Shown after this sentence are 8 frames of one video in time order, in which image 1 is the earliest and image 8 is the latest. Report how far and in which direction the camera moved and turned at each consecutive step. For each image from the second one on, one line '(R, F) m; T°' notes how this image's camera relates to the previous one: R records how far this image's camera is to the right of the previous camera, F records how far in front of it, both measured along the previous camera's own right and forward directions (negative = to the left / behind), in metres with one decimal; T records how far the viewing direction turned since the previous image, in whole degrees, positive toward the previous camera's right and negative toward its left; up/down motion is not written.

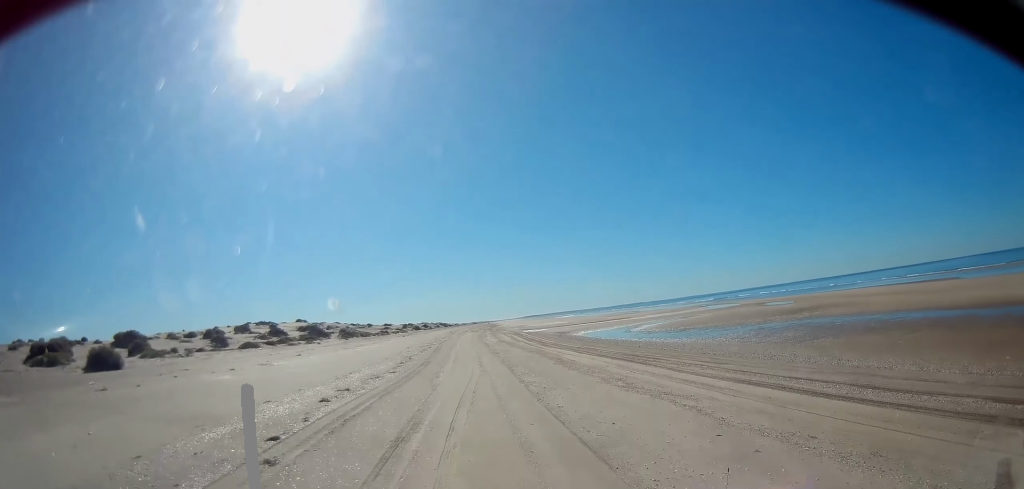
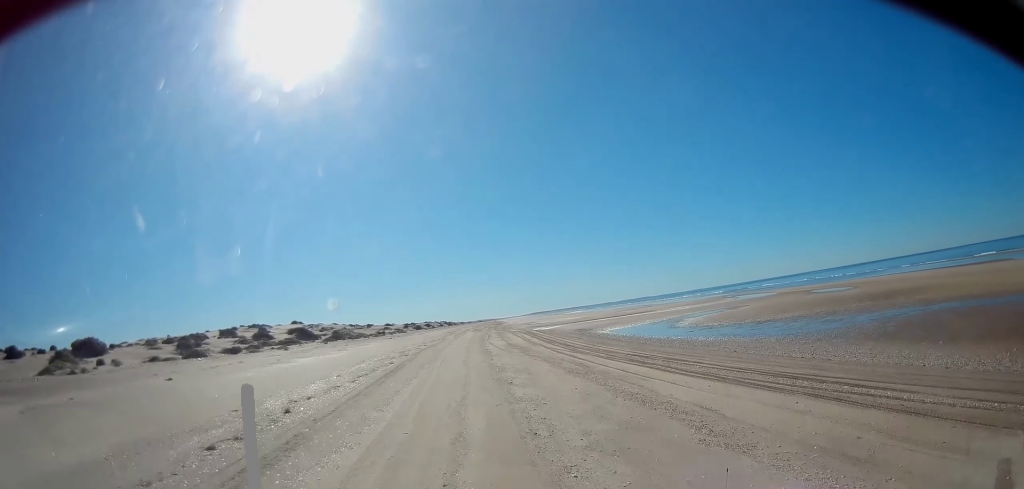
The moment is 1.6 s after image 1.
(-0.2, +20.0) m; 0°
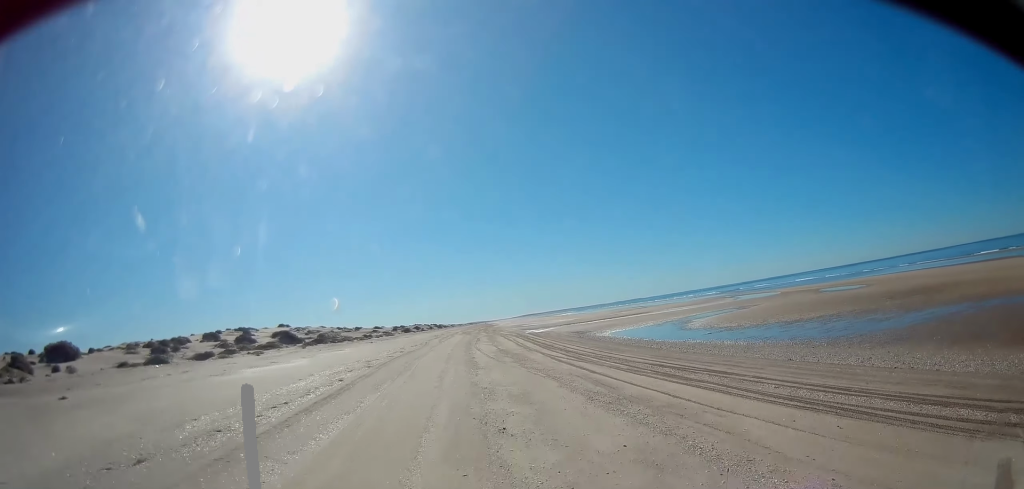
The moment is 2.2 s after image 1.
(+0.4, +7.4) m; 0°
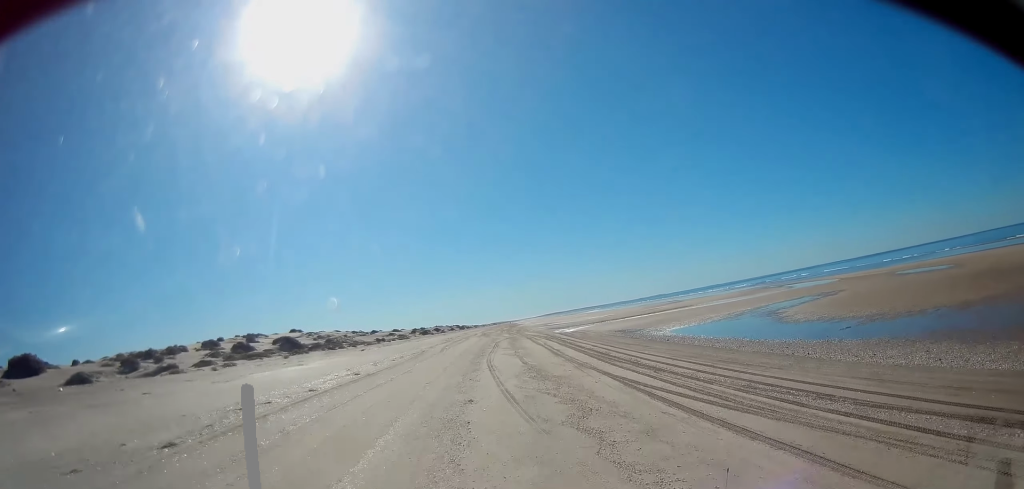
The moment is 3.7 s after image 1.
(-0.2, +18.9) m; 0°
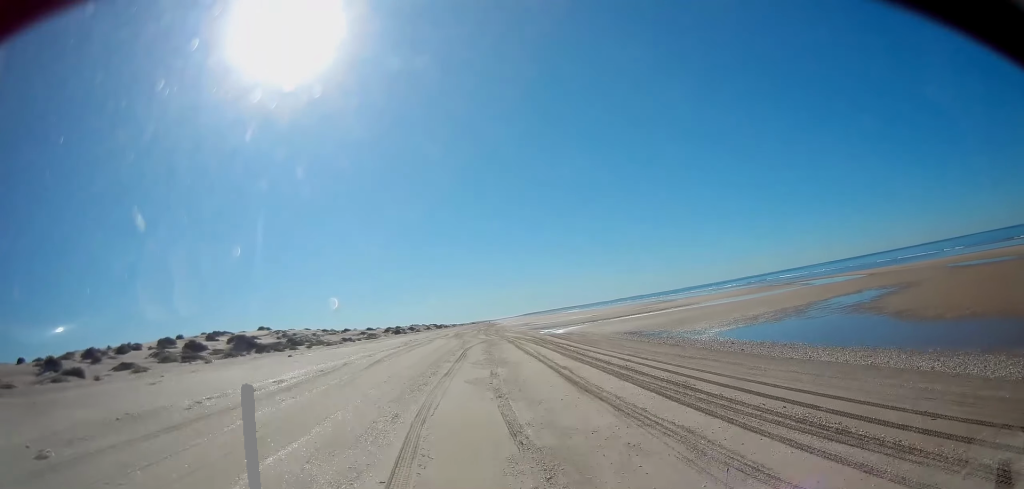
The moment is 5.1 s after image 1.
(-0.3, +18.3) m; -3°
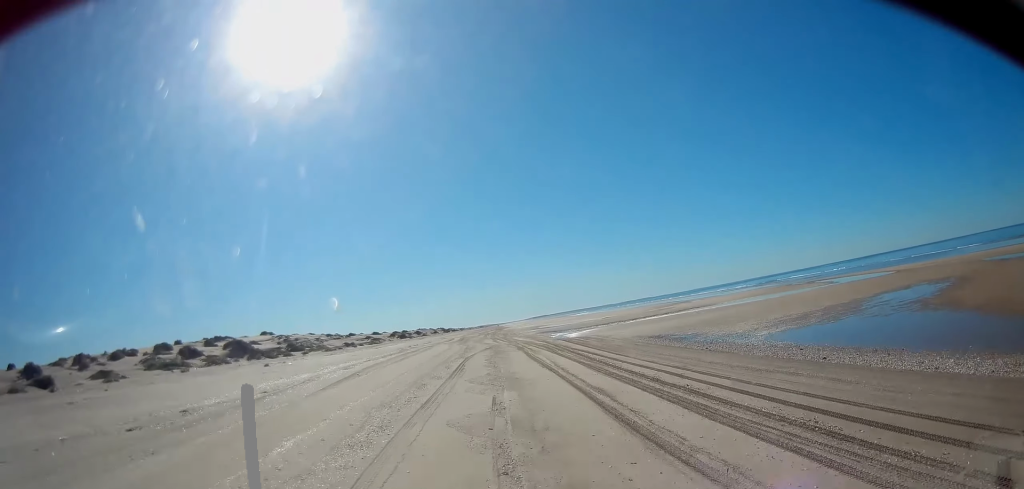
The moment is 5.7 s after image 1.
(0.0, +7.2) m; +1°
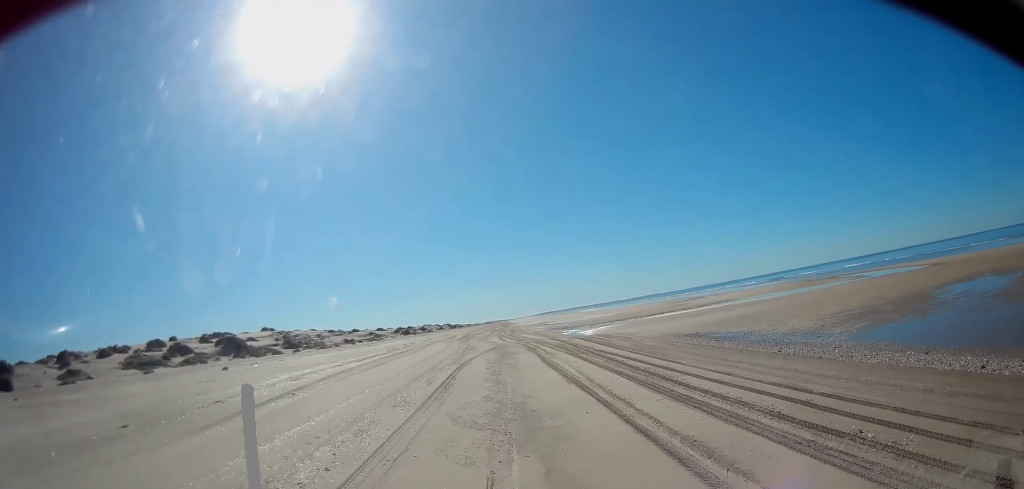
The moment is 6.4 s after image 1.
(0.0, +8.5) m; +1°
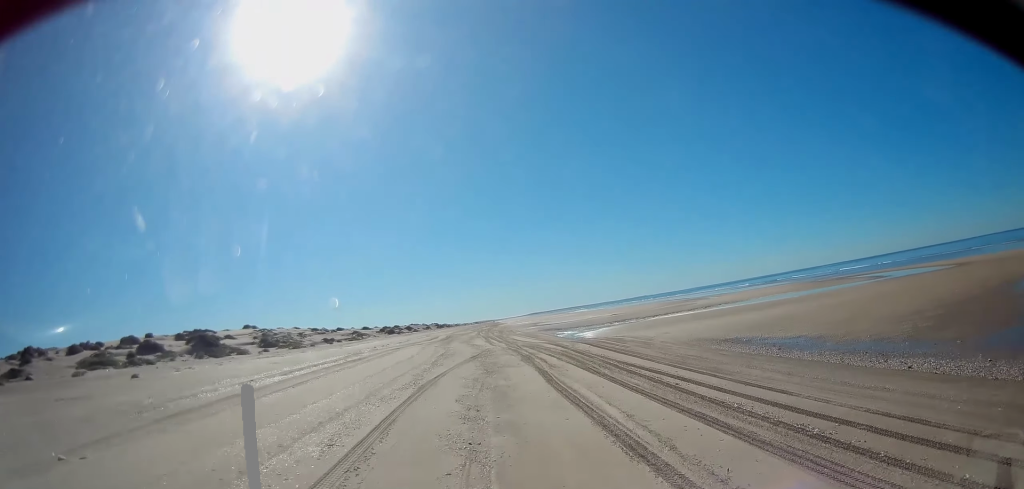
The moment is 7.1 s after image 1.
(+0.4, +9.5) m; 0°
